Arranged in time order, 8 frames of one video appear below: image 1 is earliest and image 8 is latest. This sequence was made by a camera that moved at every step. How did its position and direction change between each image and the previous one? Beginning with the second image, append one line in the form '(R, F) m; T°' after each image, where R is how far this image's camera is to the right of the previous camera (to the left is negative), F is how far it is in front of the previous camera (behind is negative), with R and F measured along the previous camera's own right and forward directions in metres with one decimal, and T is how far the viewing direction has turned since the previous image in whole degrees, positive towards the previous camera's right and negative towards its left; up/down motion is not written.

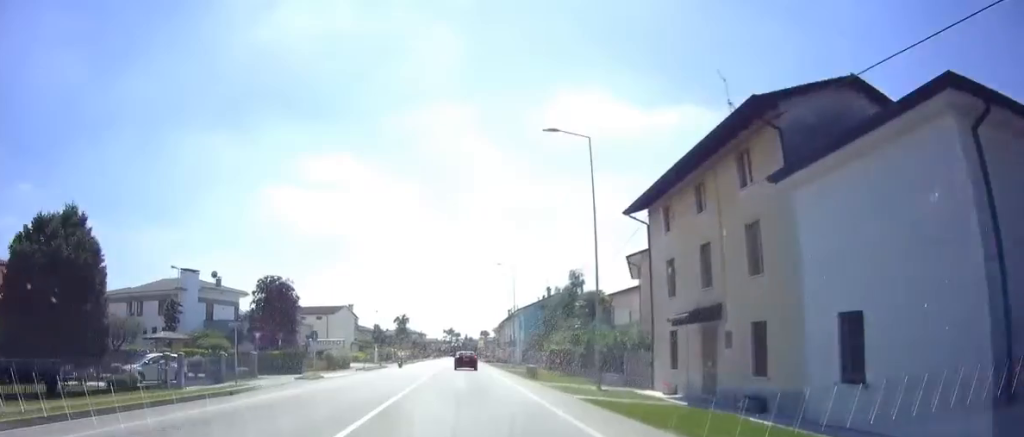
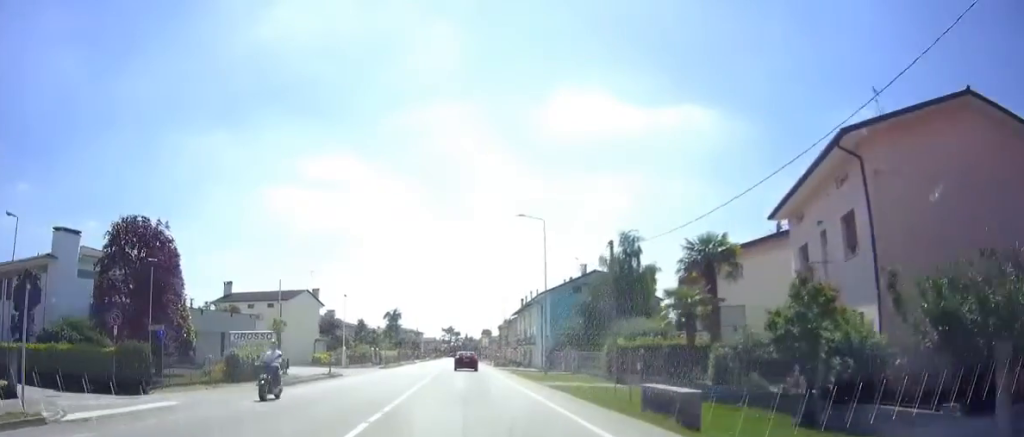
(0.0, +22.0) m; 0°
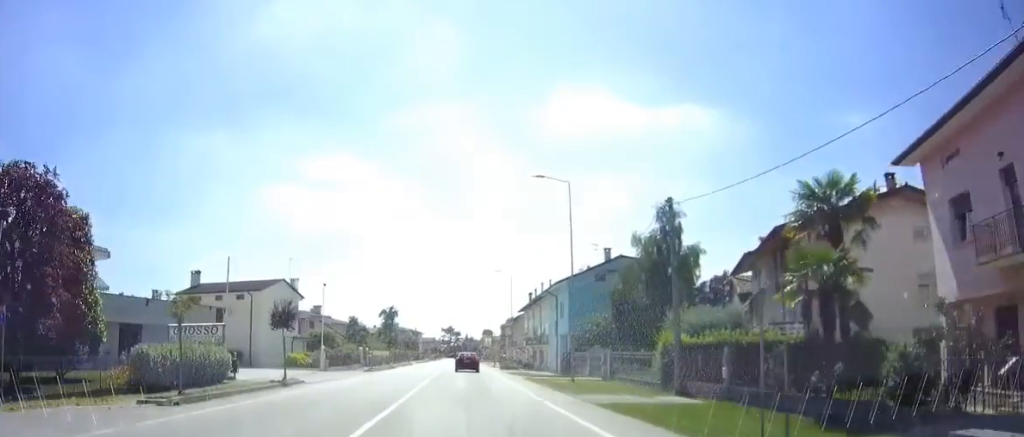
(0.0, +9.6) m; 0°
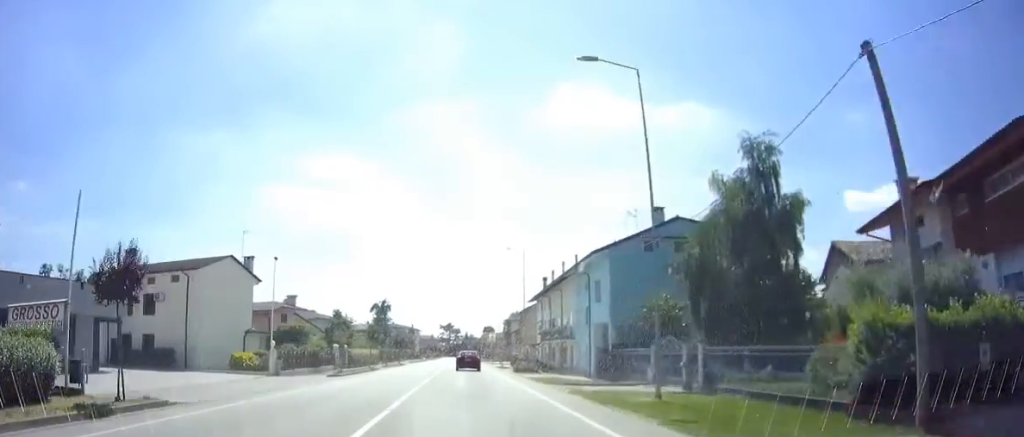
(0.0, +12.4) m; 0°
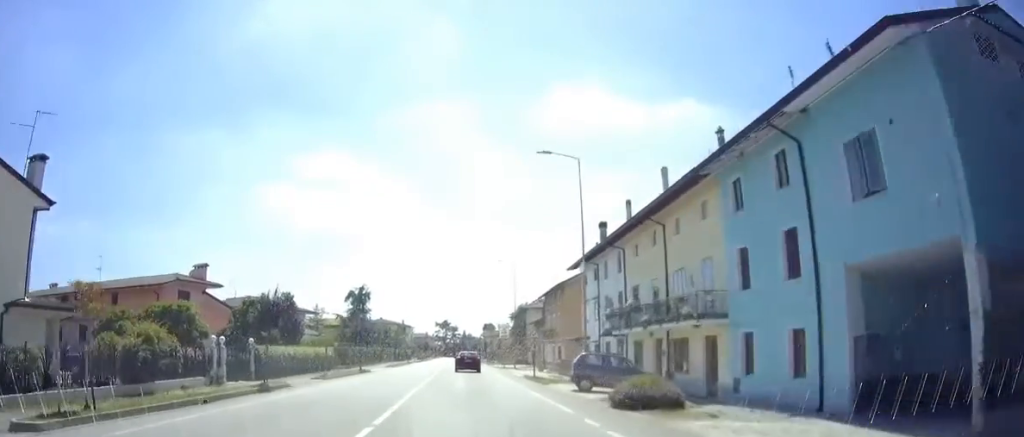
(-0.1, +26.4) m; 0°
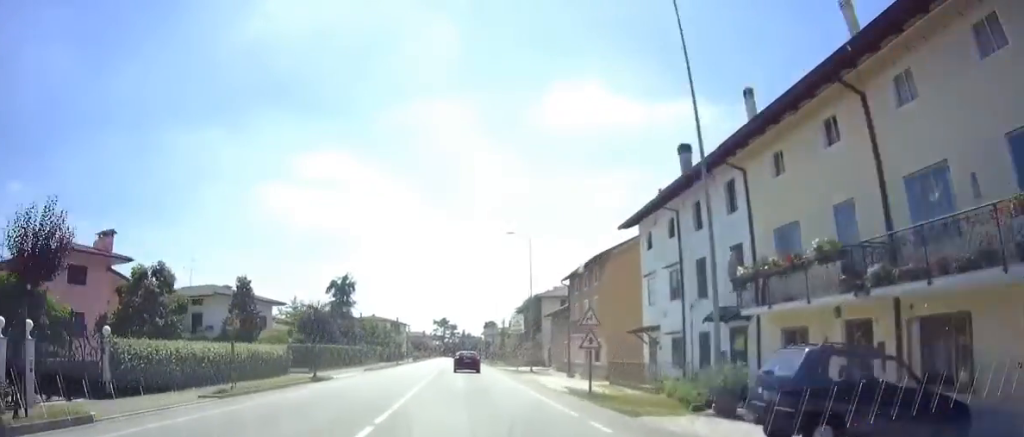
(0.0, +13.9) m; +1°
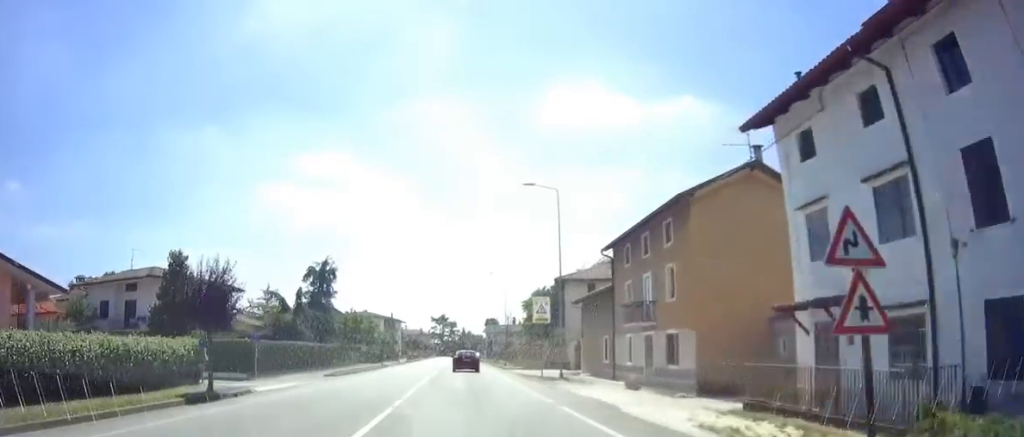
(+0.2, +13.2) m; +1°
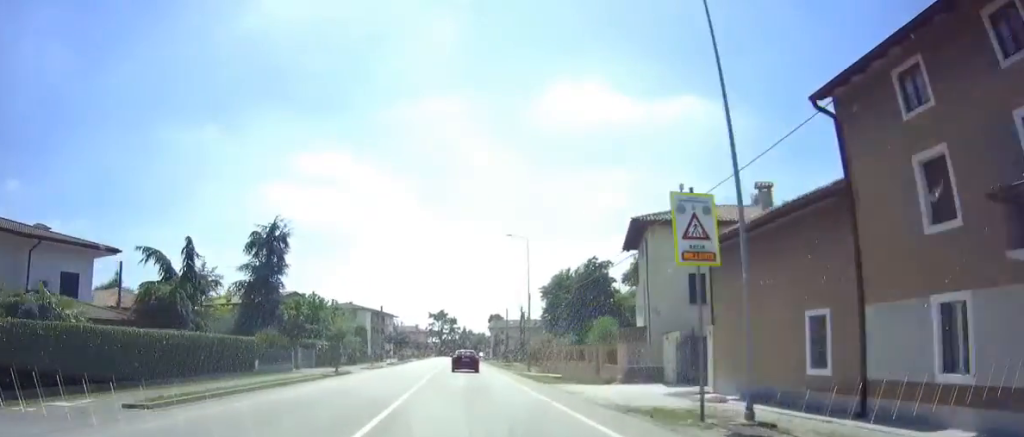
(-0.1, +21.8) m; -1°
